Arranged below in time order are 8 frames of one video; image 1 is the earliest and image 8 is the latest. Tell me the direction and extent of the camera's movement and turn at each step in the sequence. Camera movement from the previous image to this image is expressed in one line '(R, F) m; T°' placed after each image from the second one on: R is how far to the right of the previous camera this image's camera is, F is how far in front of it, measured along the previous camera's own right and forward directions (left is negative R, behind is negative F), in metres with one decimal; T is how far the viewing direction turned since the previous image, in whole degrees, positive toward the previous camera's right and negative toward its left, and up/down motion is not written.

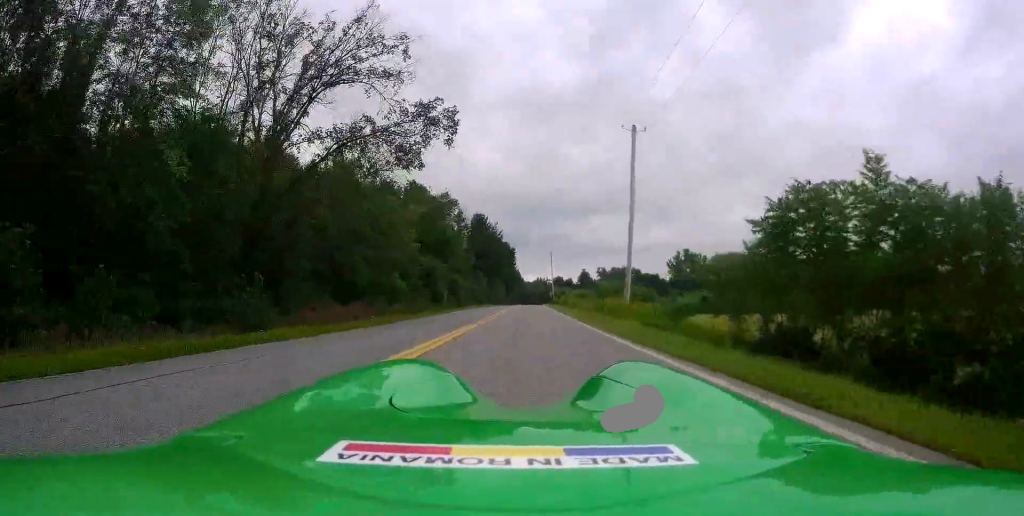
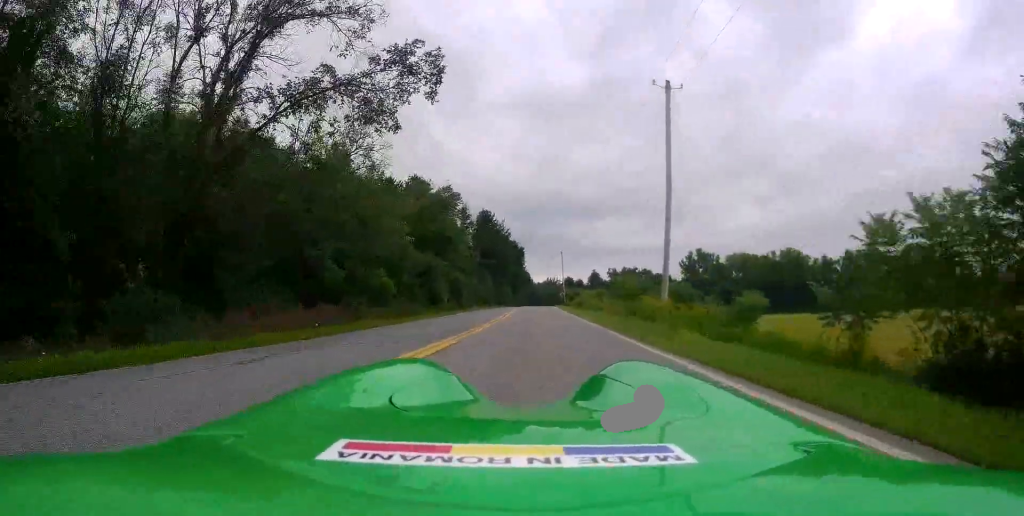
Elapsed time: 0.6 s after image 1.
(0.0, +6.2) m; 0°
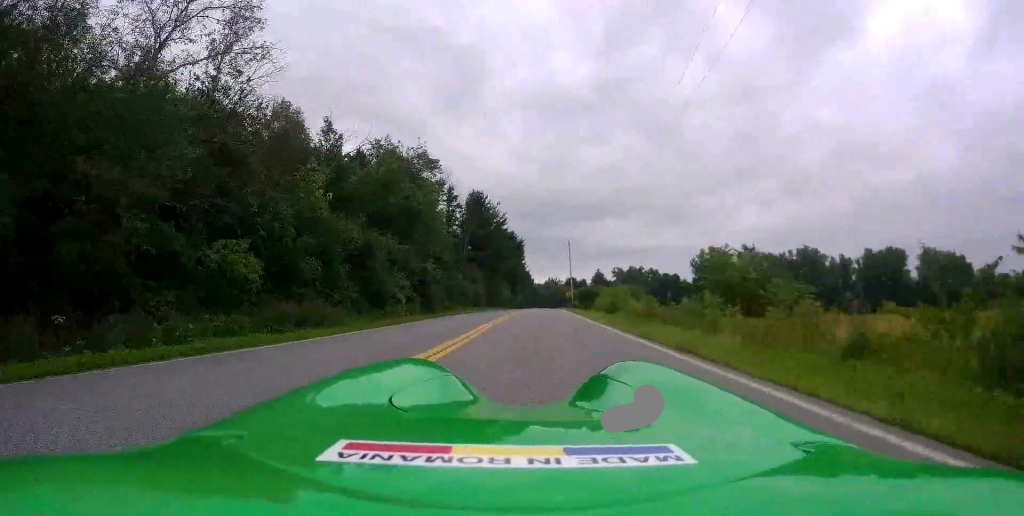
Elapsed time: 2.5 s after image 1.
(-0.4, +18.5) m; -3°
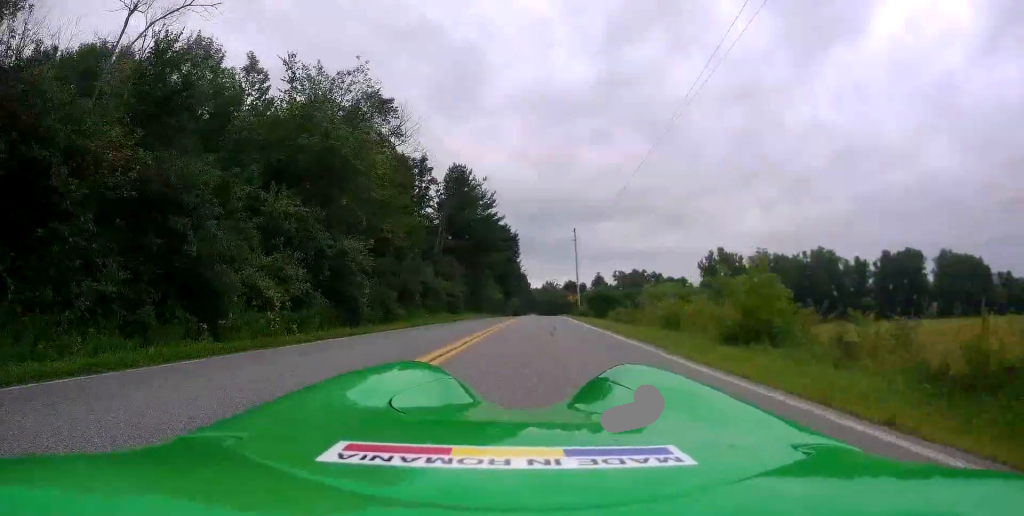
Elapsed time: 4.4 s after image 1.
(0.0, +18.0) m; +1°
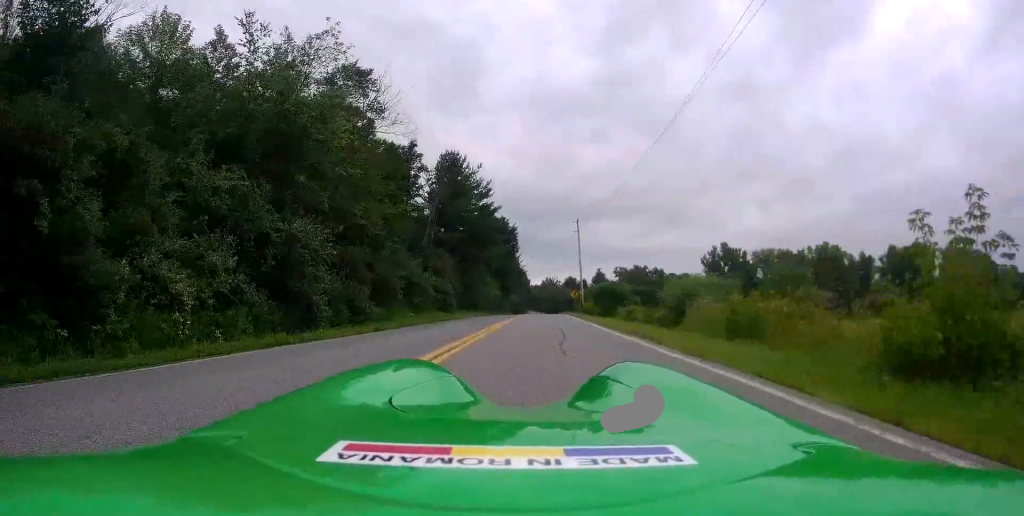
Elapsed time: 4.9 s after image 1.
(+0.2, +5.1) m; 0°
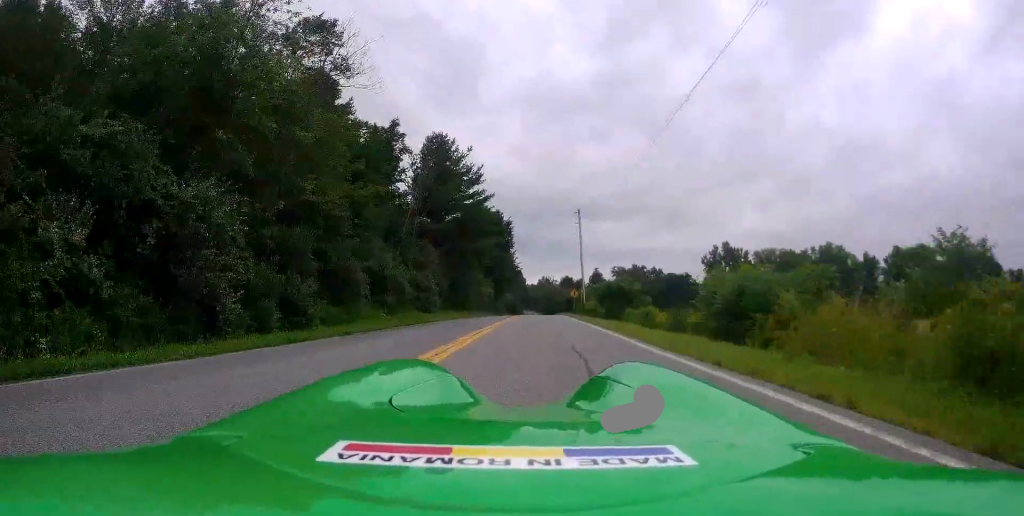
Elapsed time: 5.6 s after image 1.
(-0.2, +6.6) m; -1°
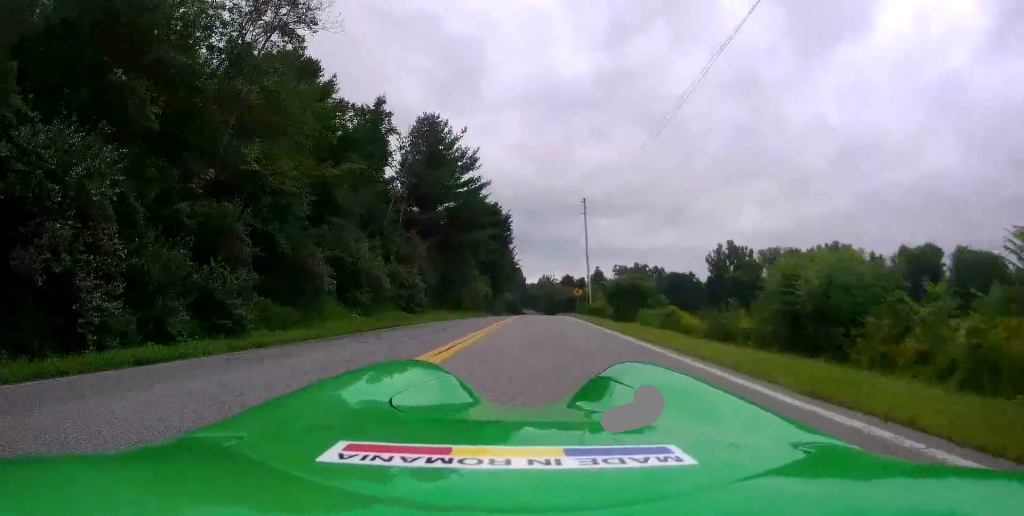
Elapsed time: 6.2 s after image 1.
(-0.1, +5.4) m; 0°
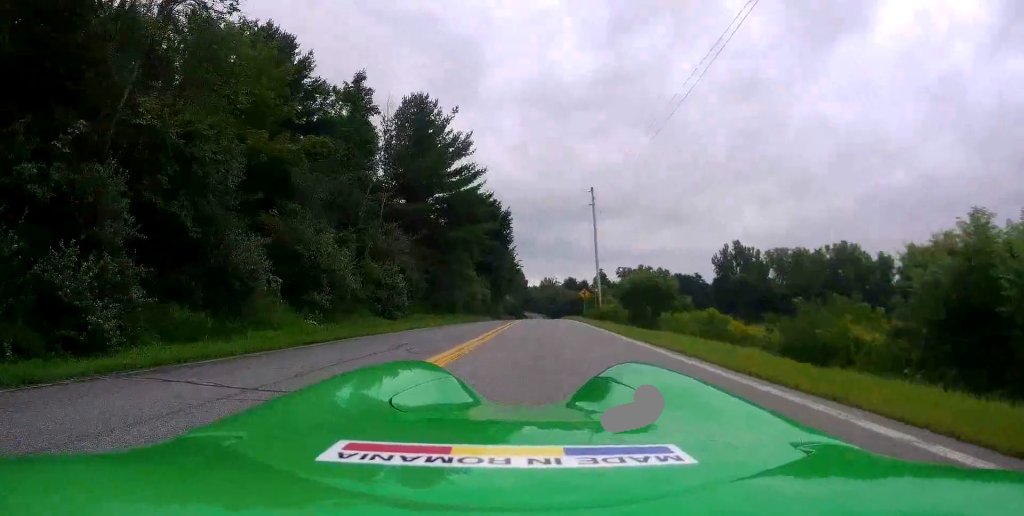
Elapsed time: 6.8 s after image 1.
(0.0, +5.8) m; +1°
